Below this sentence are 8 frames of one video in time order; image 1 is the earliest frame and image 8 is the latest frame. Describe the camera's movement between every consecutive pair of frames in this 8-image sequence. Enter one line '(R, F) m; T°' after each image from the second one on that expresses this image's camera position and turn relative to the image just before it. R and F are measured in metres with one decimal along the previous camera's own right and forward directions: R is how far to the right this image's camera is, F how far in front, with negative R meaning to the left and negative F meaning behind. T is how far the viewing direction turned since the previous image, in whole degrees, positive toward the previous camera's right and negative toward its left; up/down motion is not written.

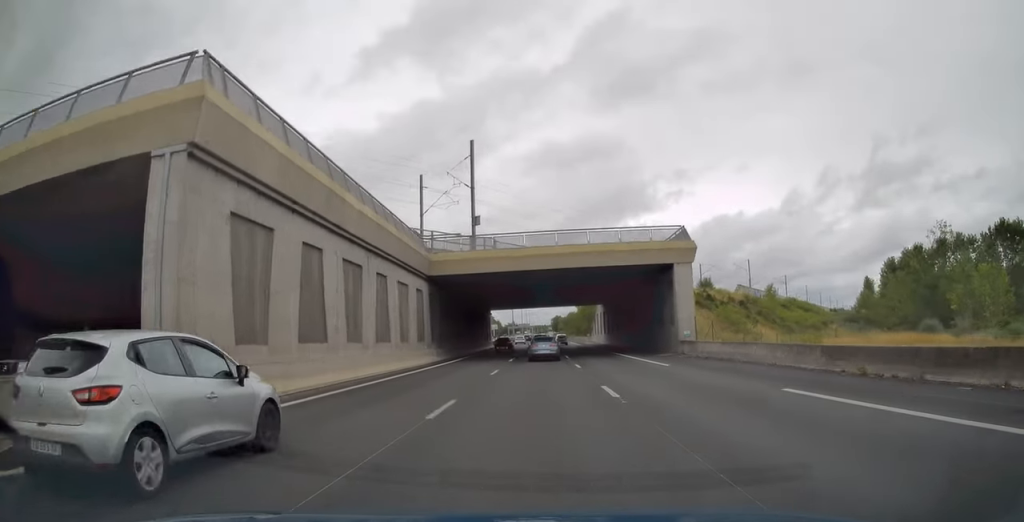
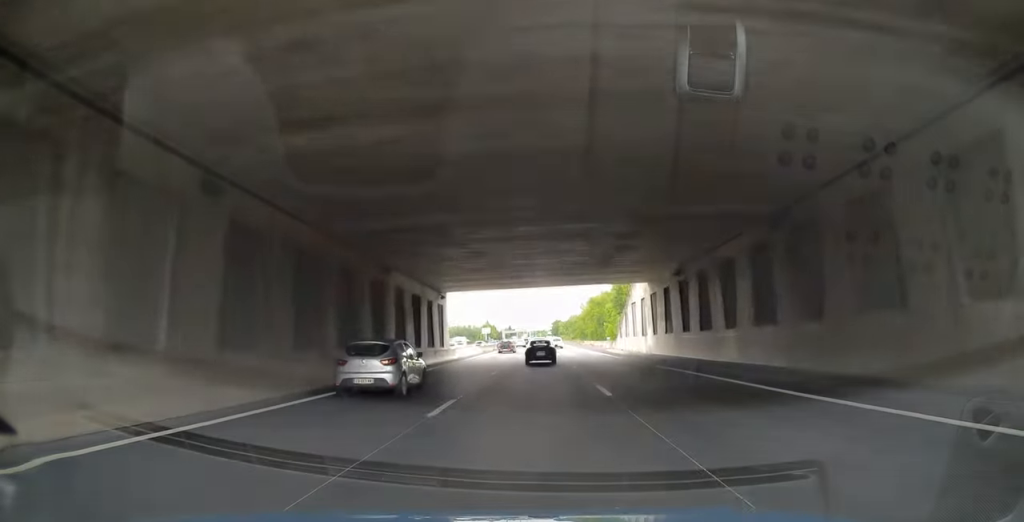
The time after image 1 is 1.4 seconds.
(0.0, +38.8) m; 0°
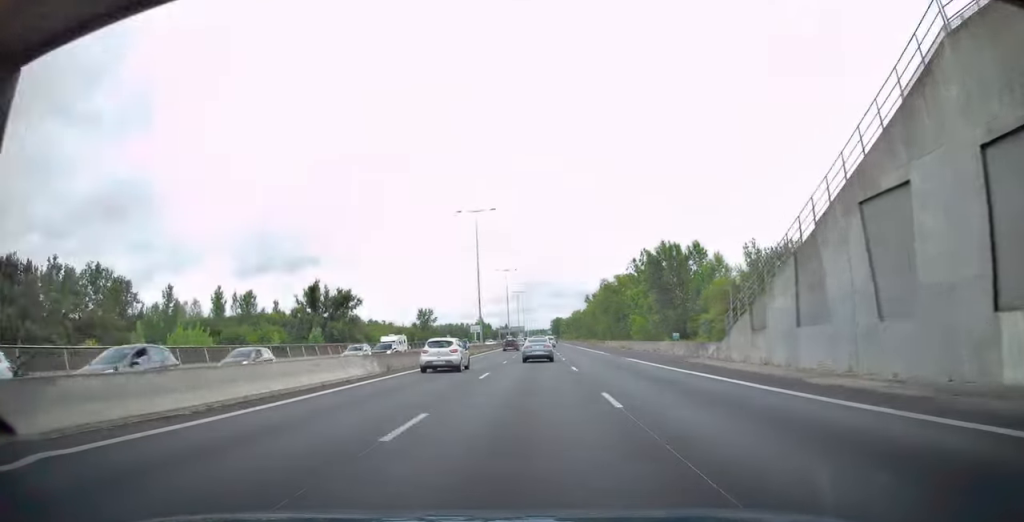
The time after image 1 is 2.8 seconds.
(-0.3, +41.9) m; 0°
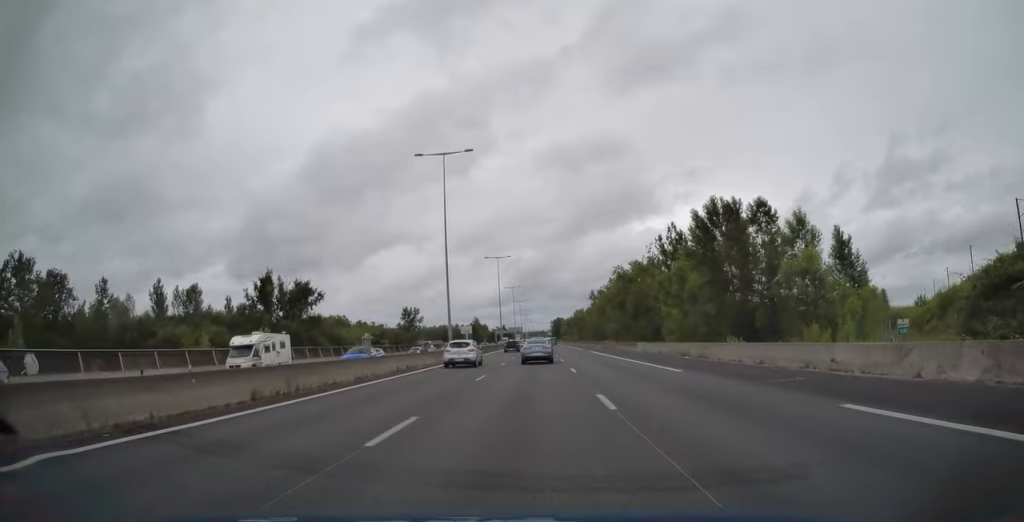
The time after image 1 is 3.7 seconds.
(0.0, +26.3) m; 0°
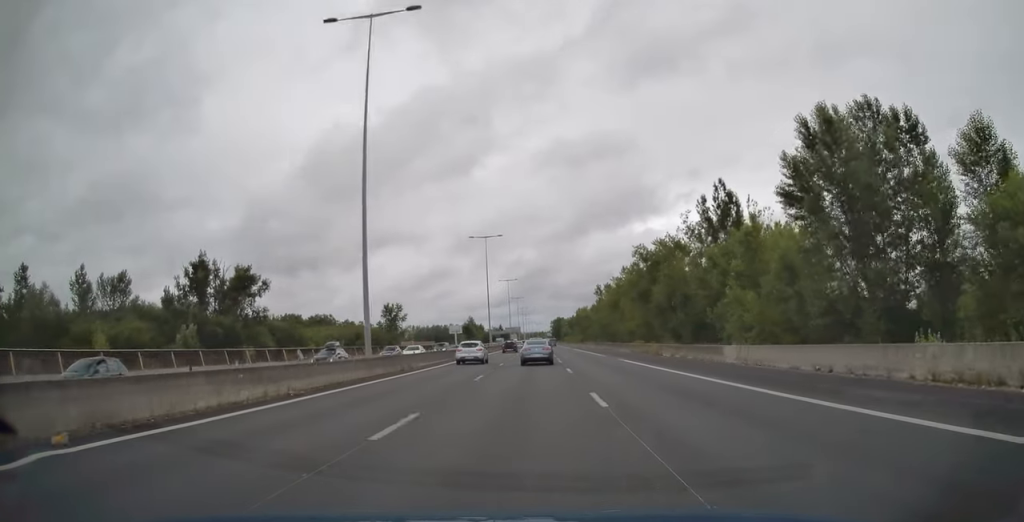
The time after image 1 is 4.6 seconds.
(0.0, +25.5) m; 0°
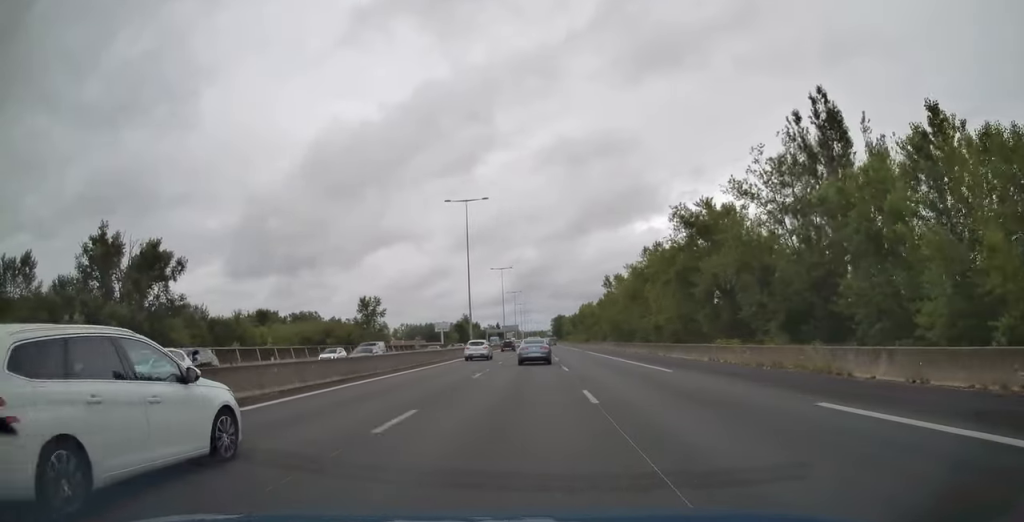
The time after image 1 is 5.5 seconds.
(0.0, +25.7) m; 0°
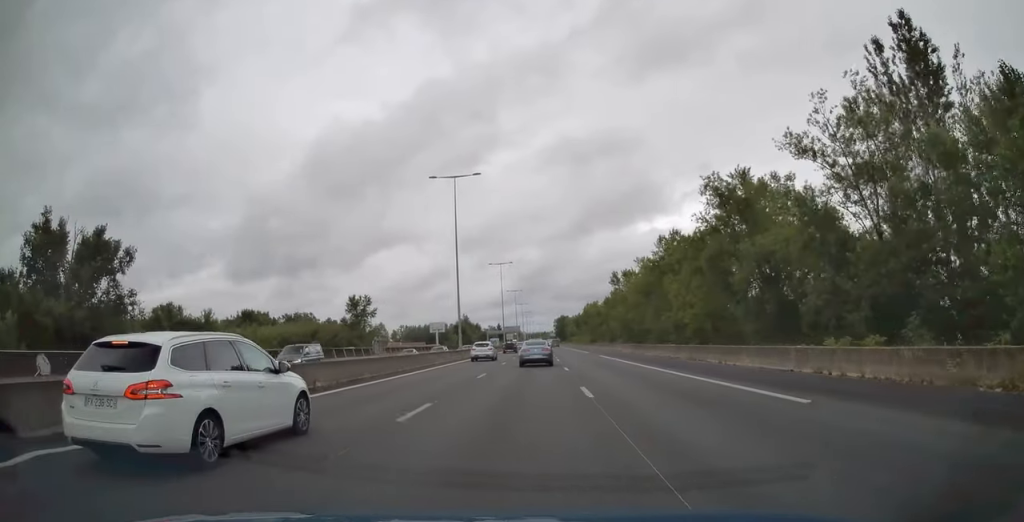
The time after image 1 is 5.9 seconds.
(+0.1, +11.7) m; 0°
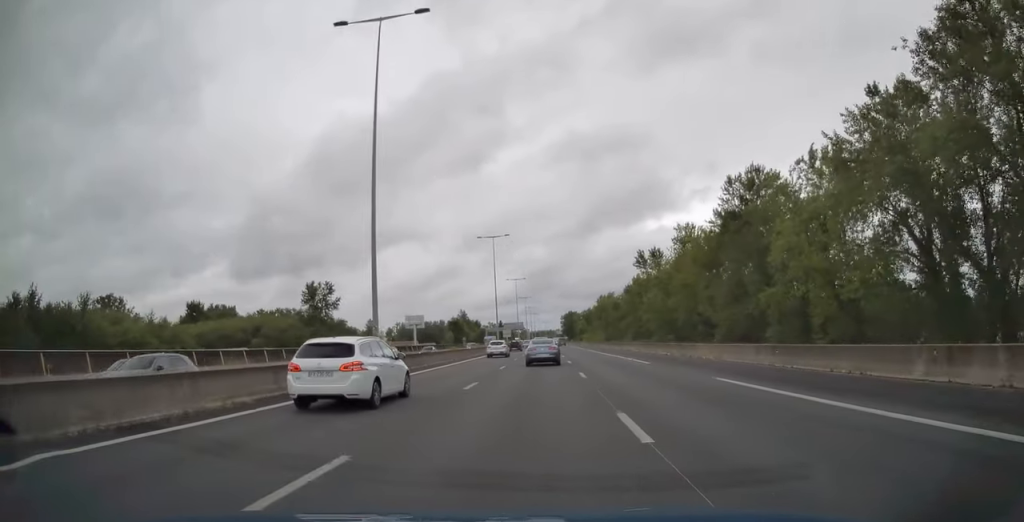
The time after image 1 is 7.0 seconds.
(0.0, +32.9) m; 0°
